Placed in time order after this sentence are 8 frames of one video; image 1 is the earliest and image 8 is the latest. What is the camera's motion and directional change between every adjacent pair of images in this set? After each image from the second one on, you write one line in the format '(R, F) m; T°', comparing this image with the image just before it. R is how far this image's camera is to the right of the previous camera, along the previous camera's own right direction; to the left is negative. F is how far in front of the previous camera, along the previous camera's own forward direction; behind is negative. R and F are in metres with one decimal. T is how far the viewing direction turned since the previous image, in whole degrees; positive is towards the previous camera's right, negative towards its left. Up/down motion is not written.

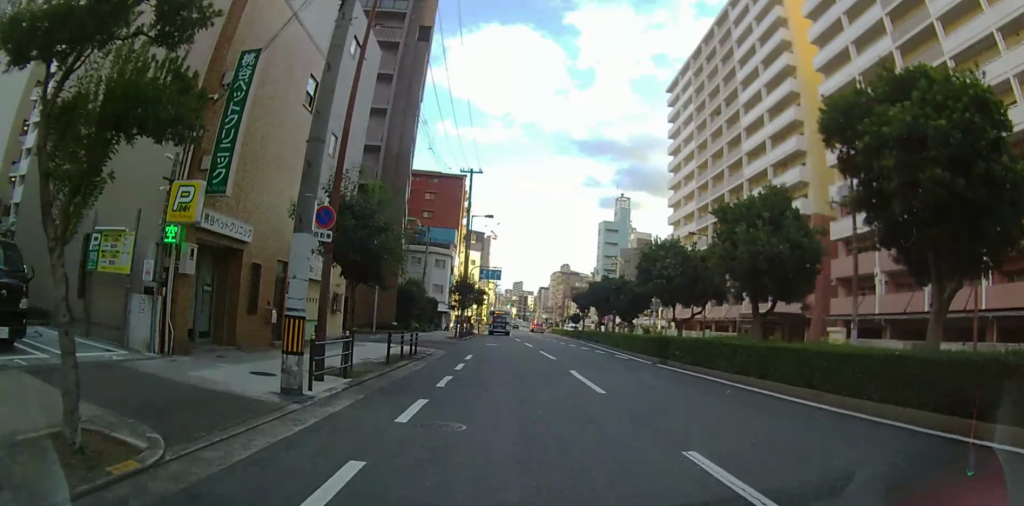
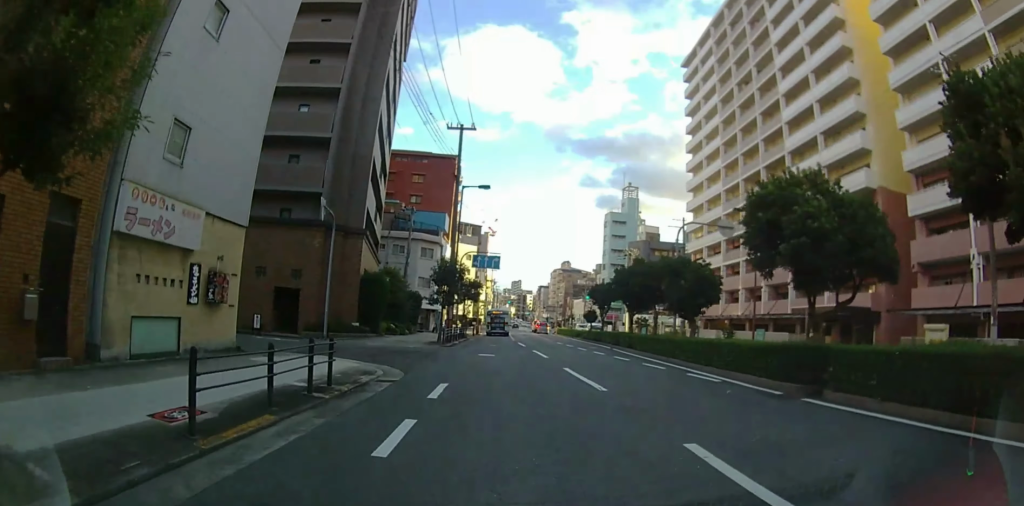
(+0.2, +9.6) m; -1°
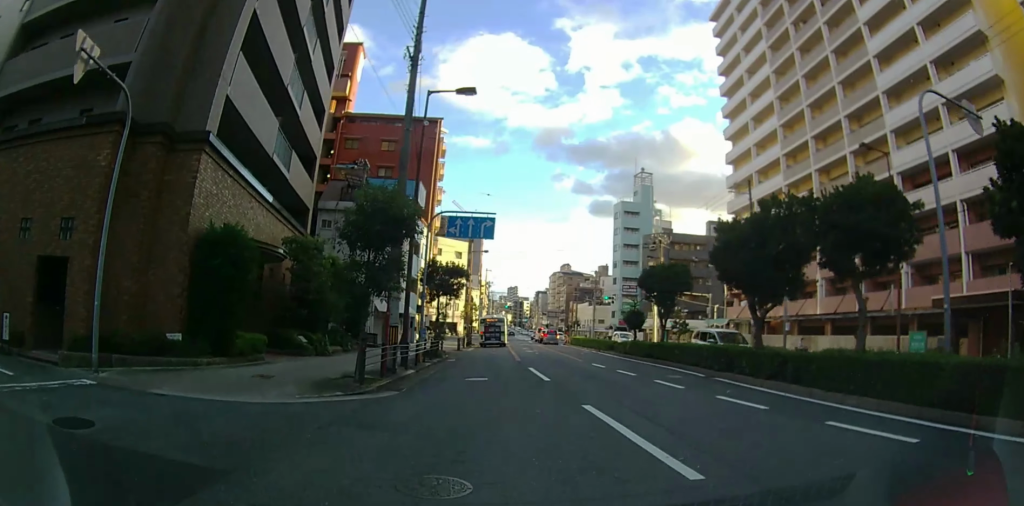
(-0.6, +15.9) m; -2°
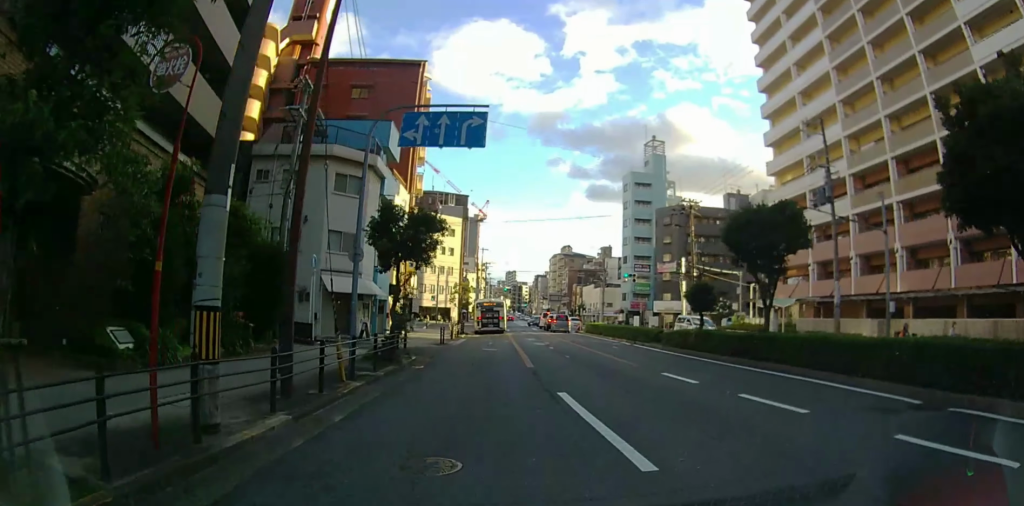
(0.0, +10.3) m; 0°
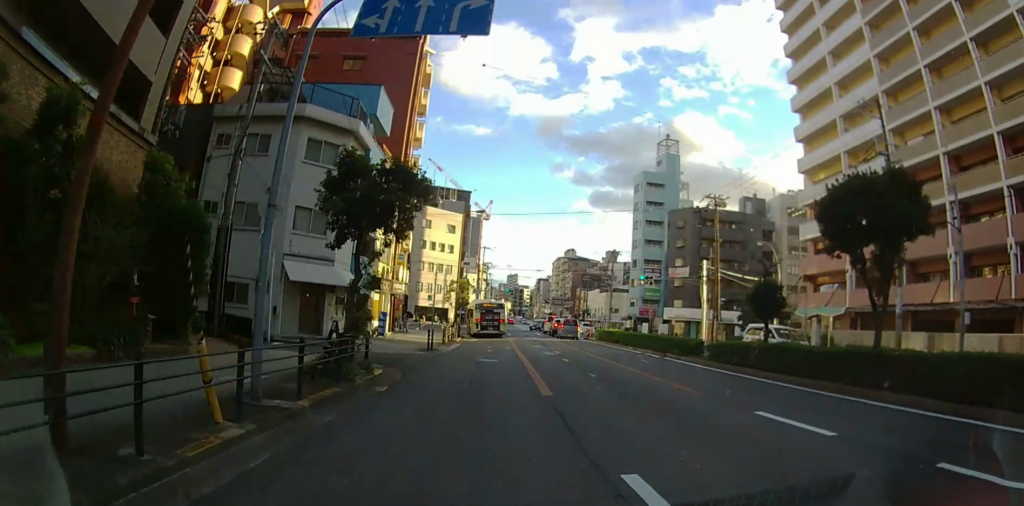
(+0.1, +4.9) m; 0°
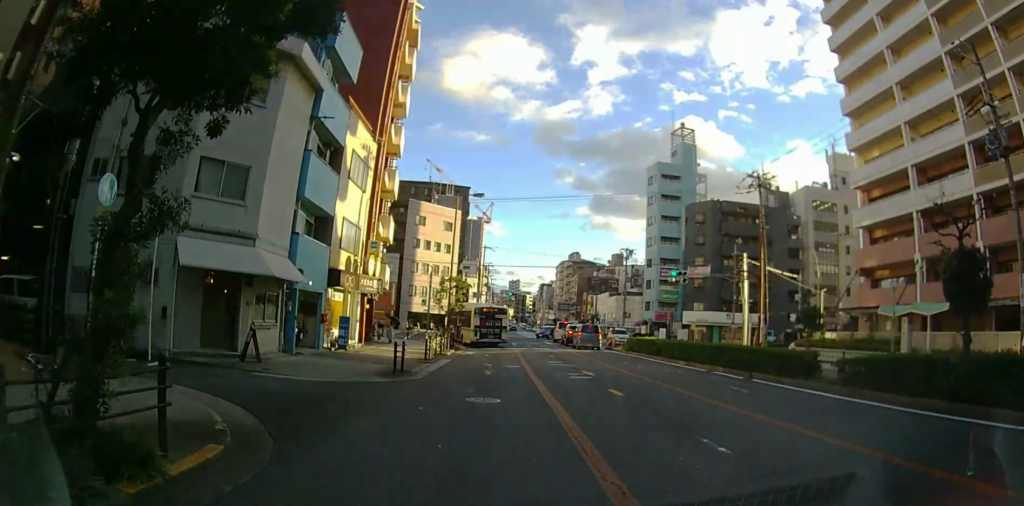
(-0.3, +7.8) m; -1°
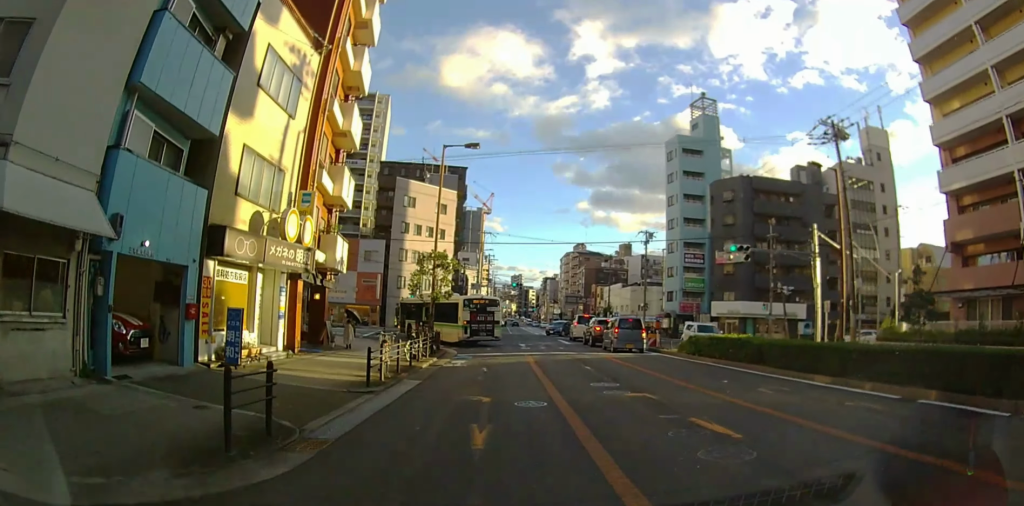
(+0.1, +9.9) m; +1°
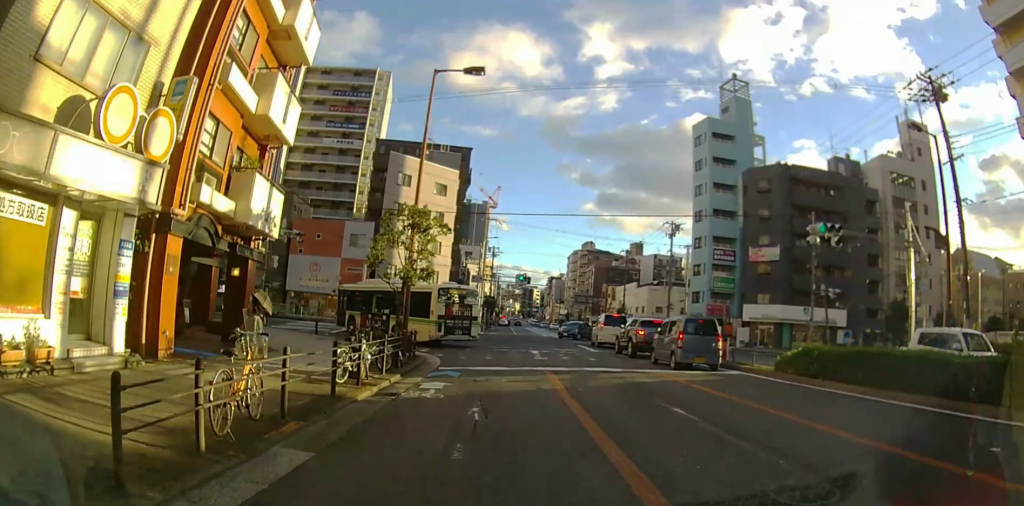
(+0.1, +8.2) m; +1°
